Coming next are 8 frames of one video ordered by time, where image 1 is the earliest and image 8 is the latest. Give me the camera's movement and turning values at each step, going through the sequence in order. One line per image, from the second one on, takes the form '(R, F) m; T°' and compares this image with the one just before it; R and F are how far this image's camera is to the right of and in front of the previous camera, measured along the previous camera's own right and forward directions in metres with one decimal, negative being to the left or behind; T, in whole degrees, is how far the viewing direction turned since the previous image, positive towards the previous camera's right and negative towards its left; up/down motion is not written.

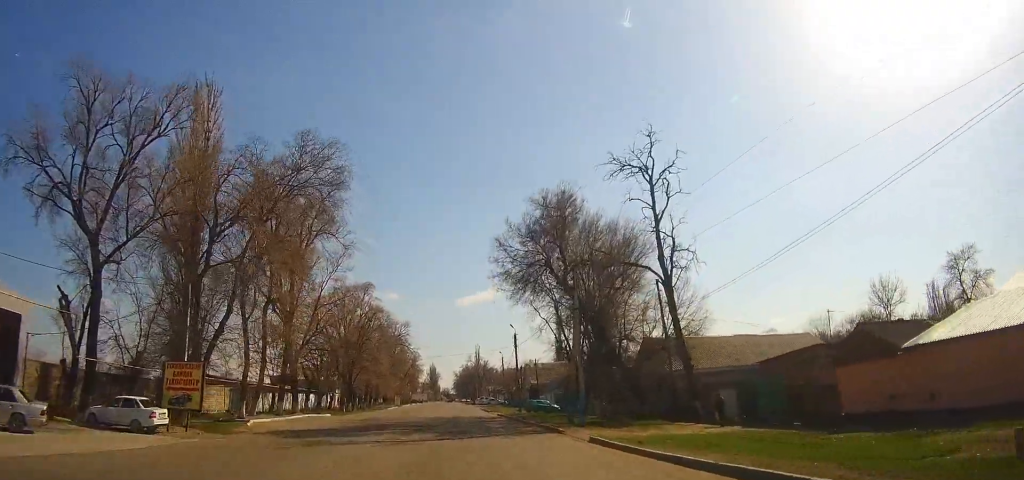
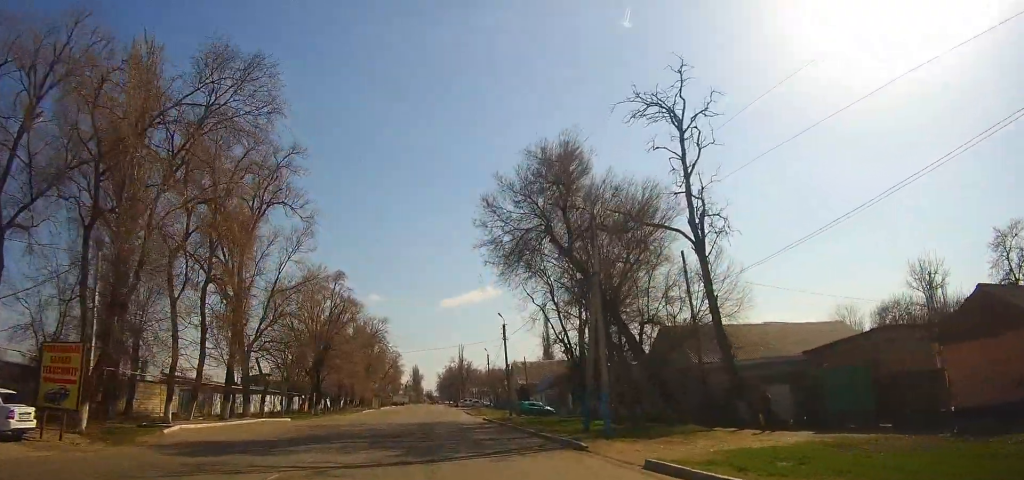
(+0.1, +7.7) m; +1°
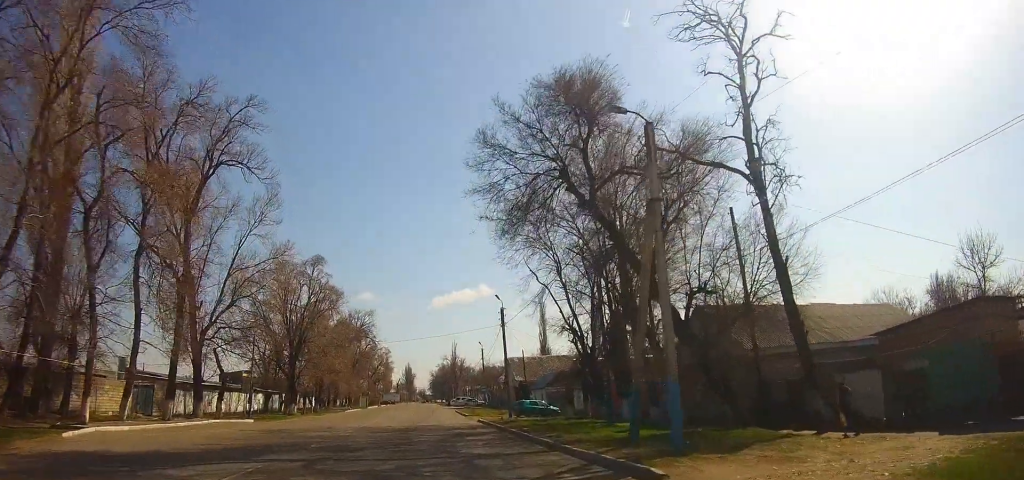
(+0.1, +7.0) m; 0°
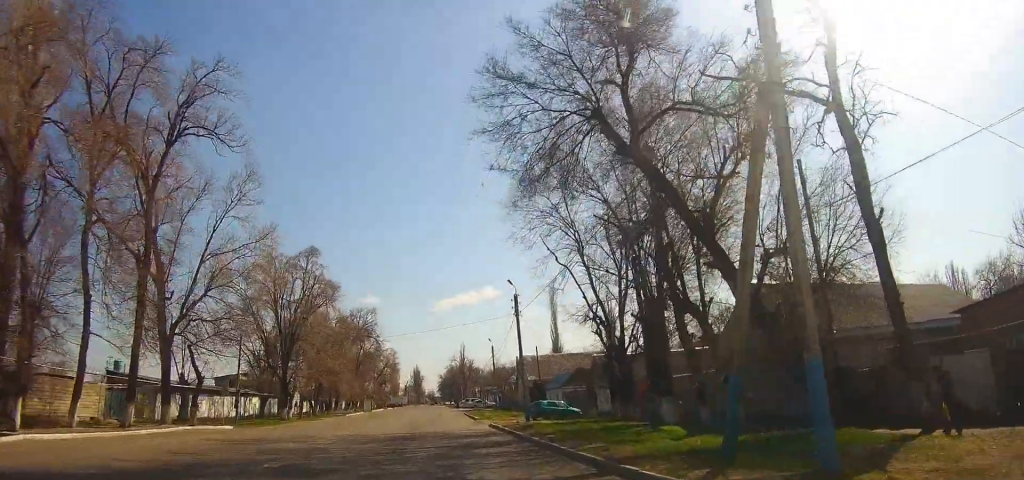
(0.0, +5.1) m; 0°
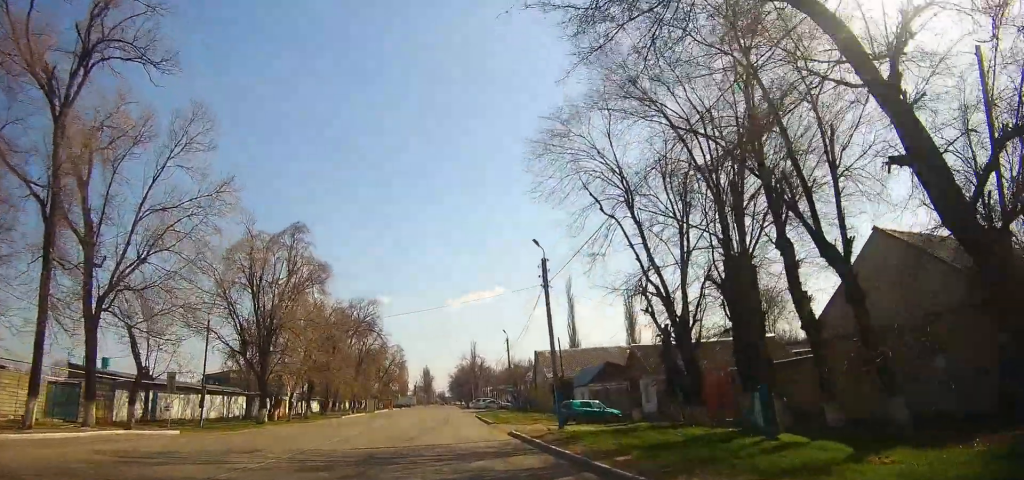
(0.0, +8.3) m; -1°
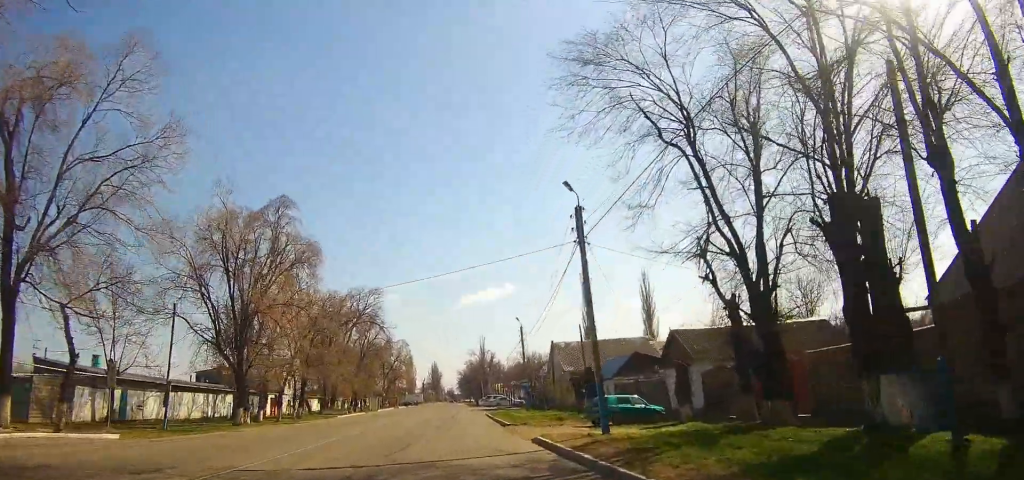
(0.0, +6.1) m; -1°
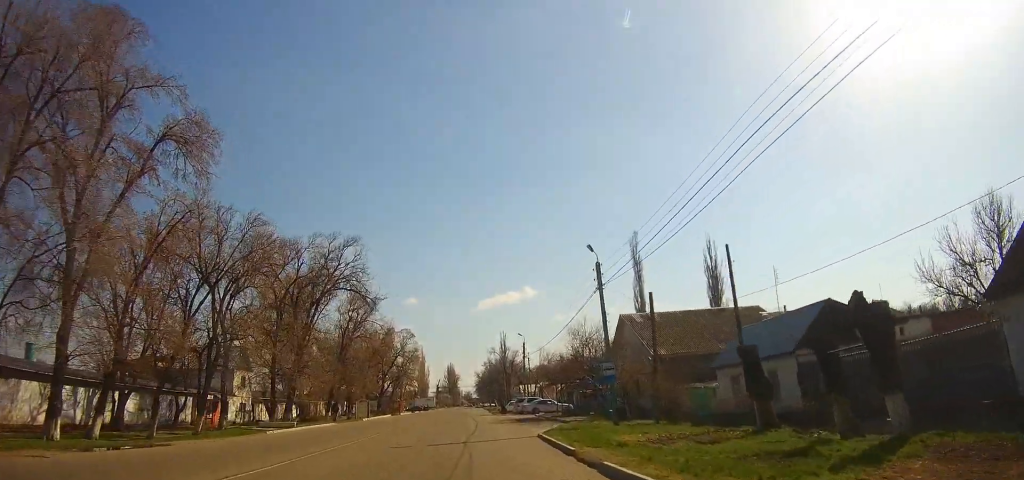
(-0.7, +25.1) m; -2°
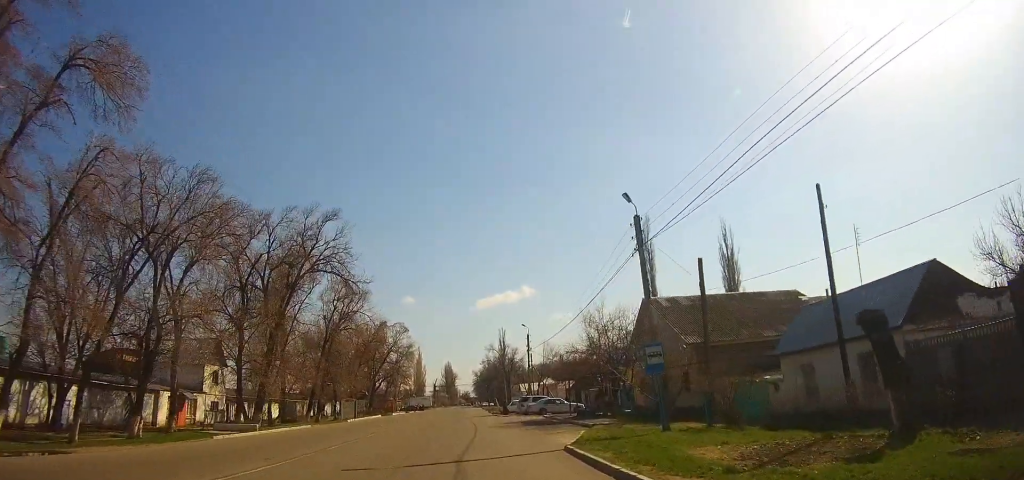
(0.0, +6.8) m; 0°
